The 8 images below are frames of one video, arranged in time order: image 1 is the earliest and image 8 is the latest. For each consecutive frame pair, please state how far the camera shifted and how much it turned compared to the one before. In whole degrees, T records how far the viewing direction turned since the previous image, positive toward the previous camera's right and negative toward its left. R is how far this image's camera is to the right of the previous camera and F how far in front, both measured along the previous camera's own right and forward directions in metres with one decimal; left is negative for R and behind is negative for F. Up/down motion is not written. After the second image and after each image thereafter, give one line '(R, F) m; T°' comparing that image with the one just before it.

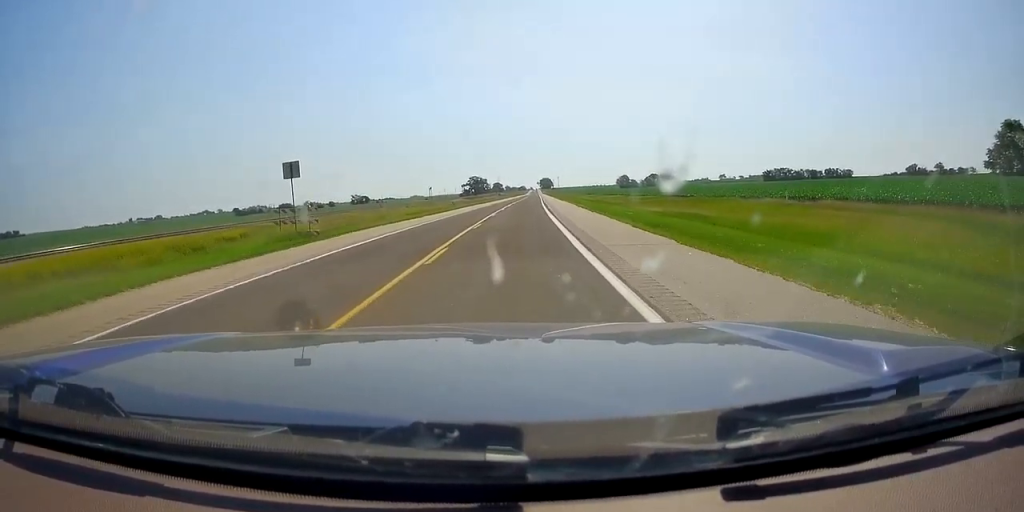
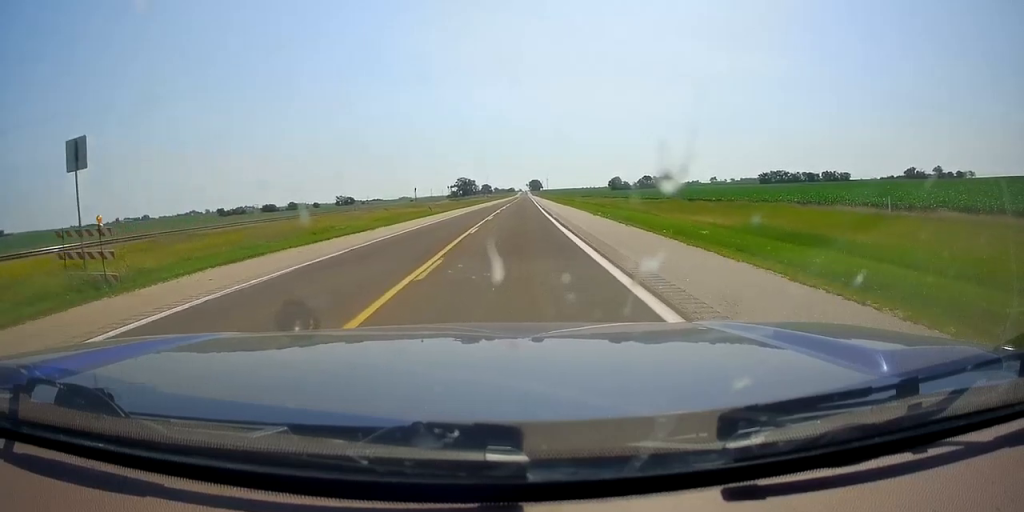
(+0.2, +14.5) m; +1°
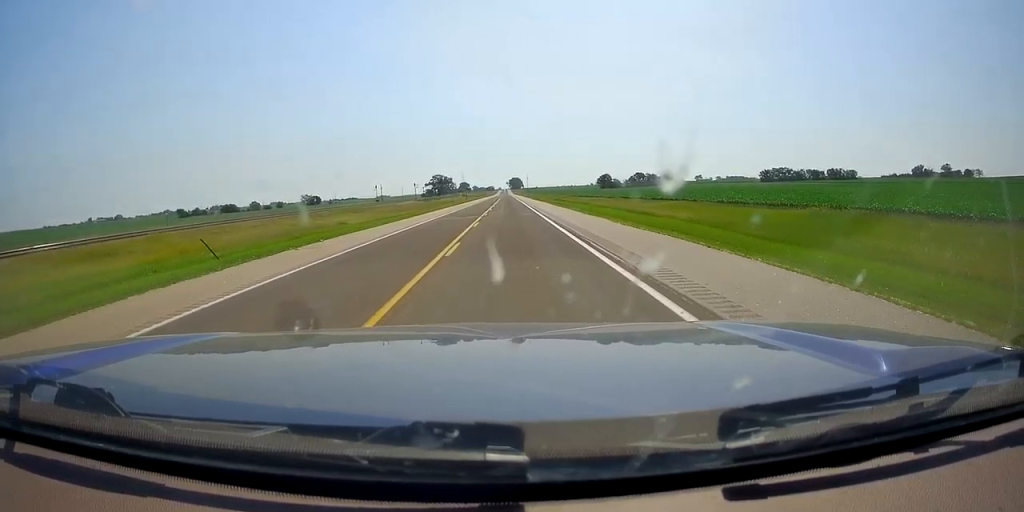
(+0.4, +45.0) m; +2°
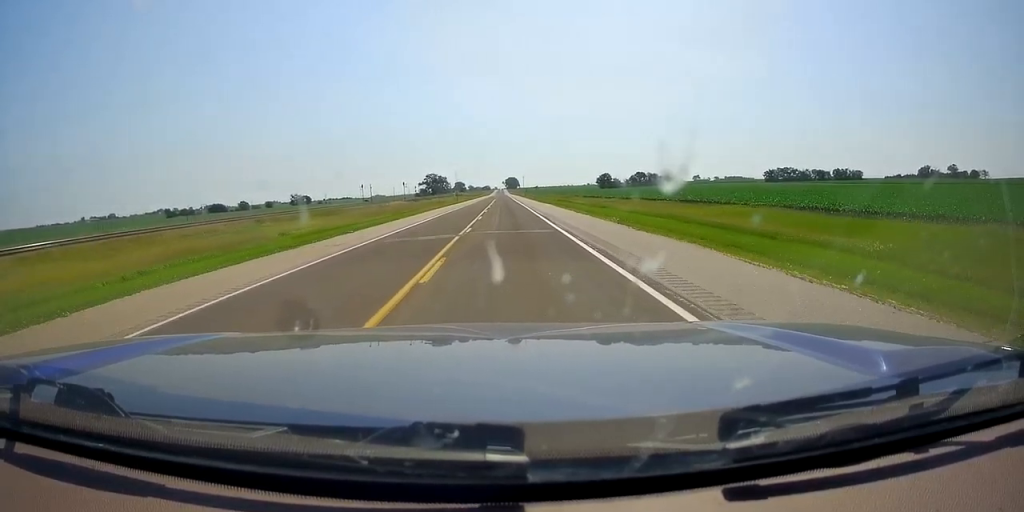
(+0.2, +16.5) m; +1°
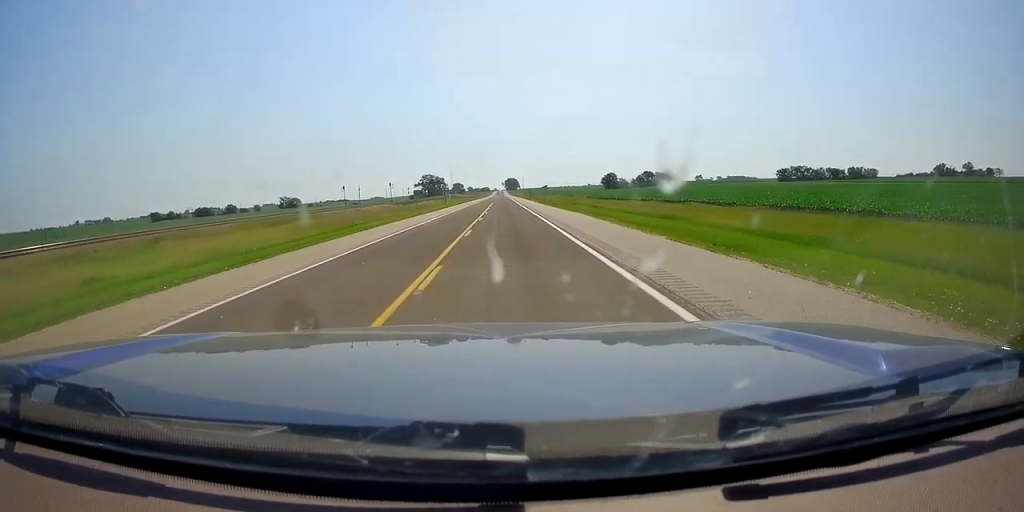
(+0.4, +24.8) m; +1°
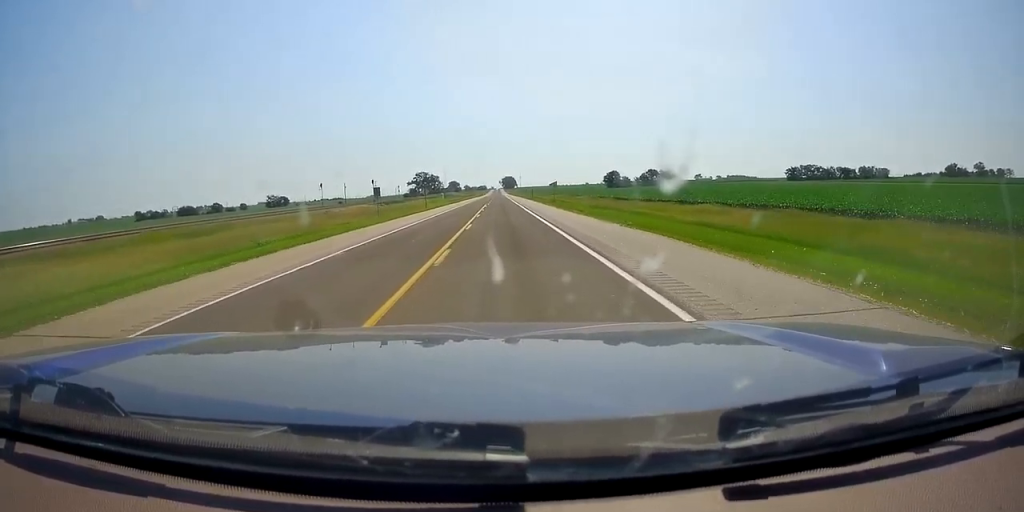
(+0.2, +21.2) m; +1°
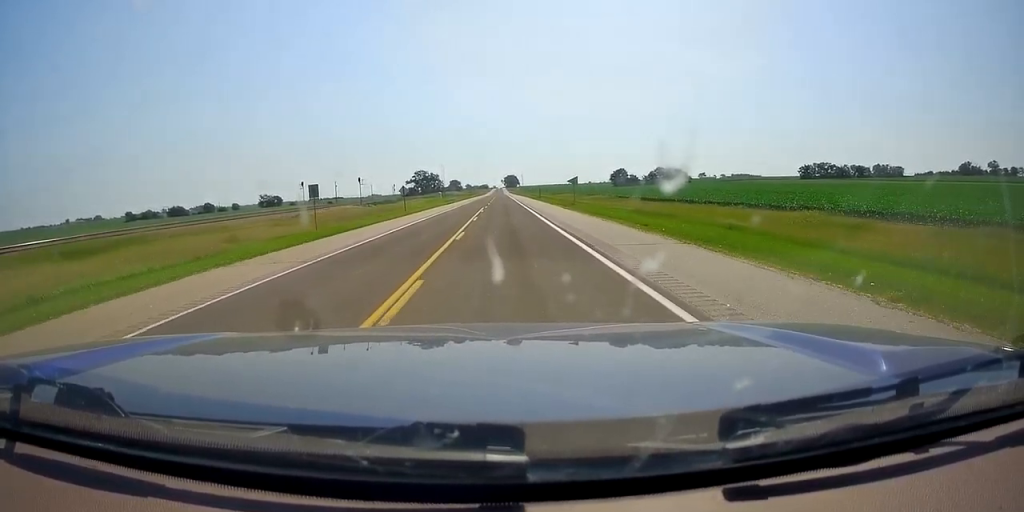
(-0.1, +18.0) m; 0°
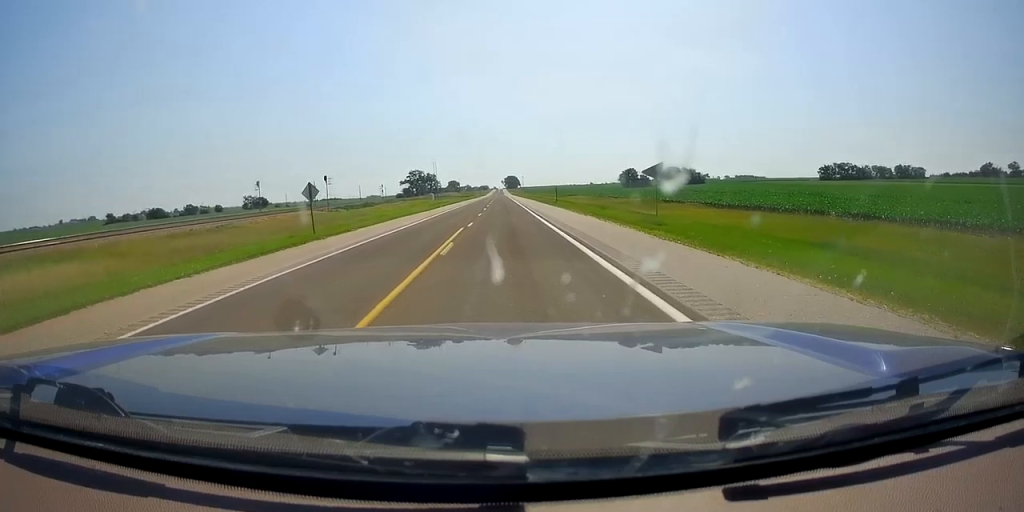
(0.0, +28.9) m; 0°
